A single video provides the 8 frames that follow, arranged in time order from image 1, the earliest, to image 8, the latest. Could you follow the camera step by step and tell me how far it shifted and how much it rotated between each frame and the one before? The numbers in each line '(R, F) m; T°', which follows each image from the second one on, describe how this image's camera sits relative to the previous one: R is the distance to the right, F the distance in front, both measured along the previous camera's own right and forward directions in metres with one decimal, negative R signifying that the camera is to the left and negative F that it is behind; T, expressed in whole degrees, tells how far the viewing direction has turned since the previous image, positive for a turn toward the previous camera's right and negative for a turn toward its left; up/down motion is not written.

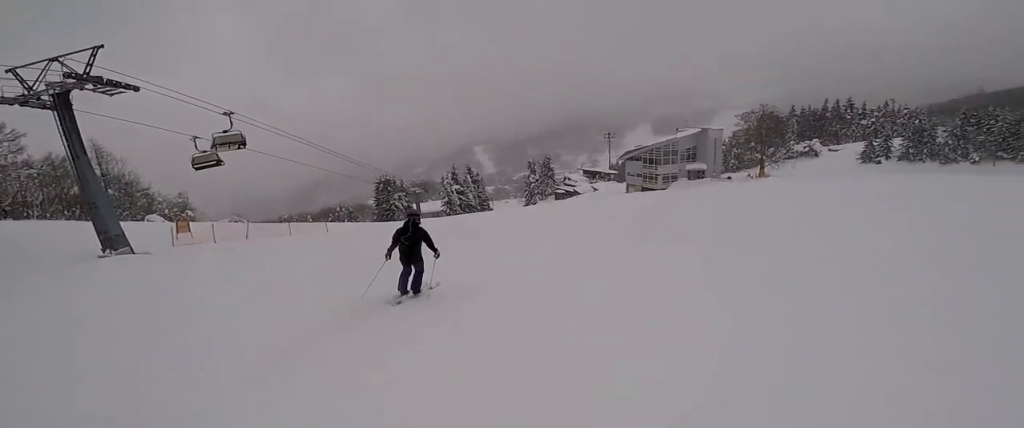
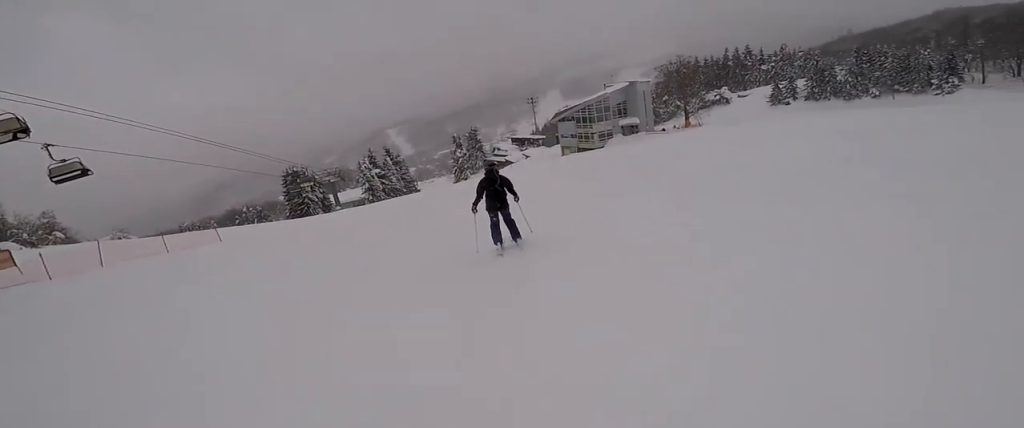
(-0.1, +6.2) m; +3°
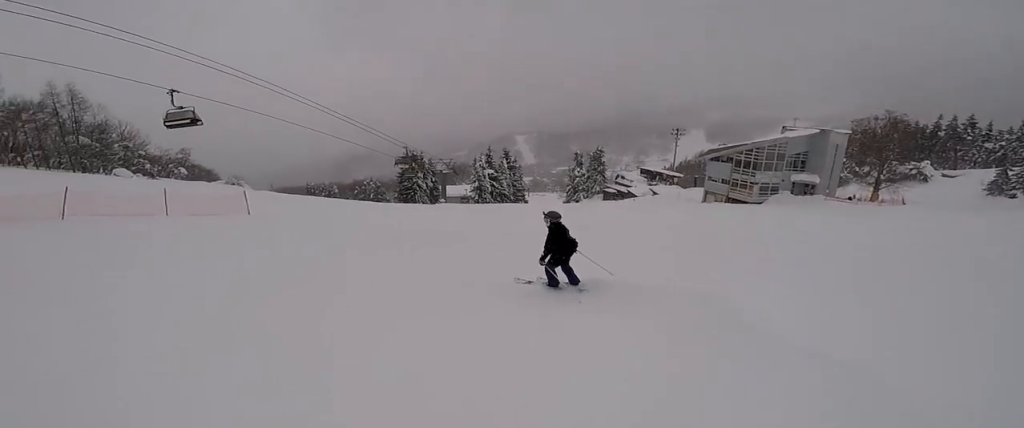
(+1.1, +9.0) m; +4°
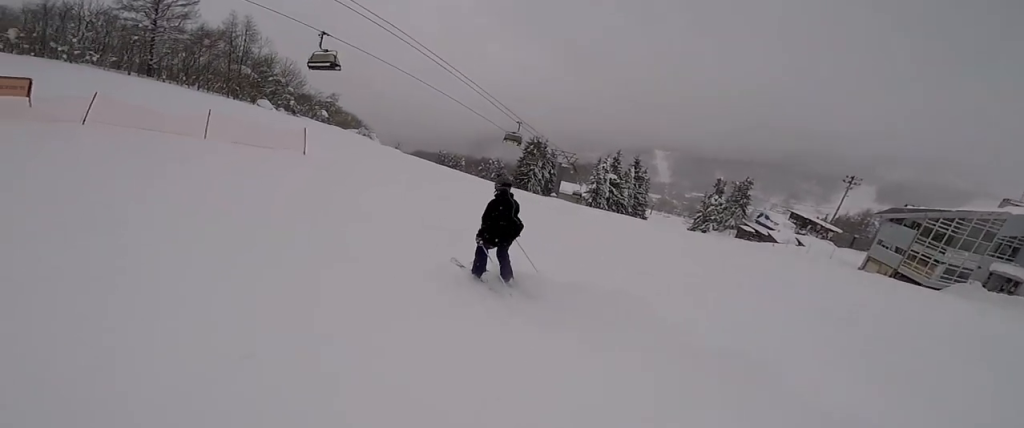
(+0.3, +5.2) m; -6°
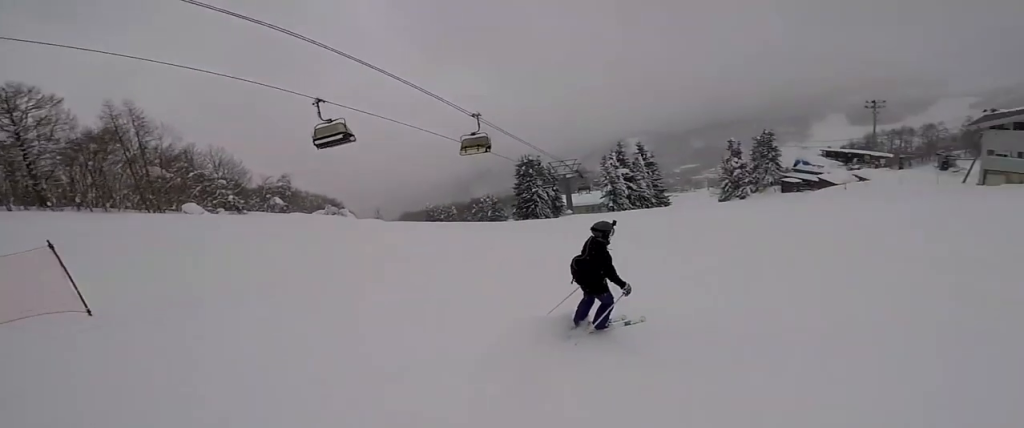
(-5.0, +11.8) m; -26°
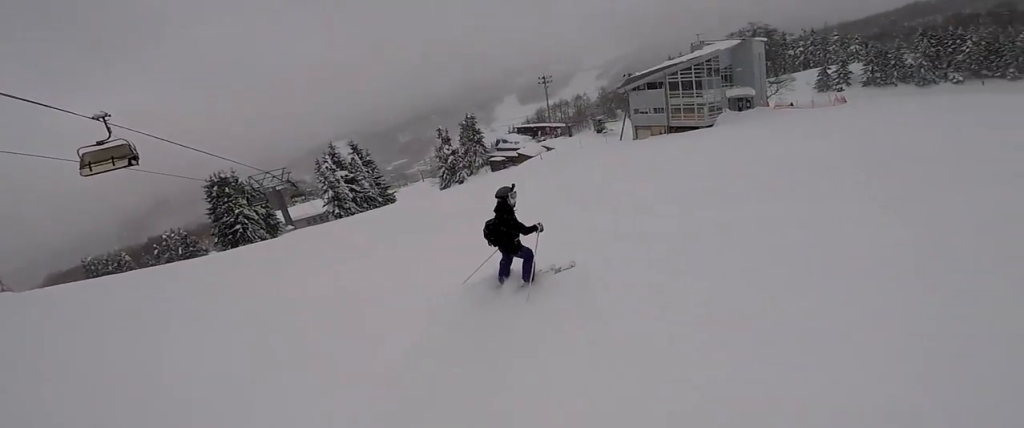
(+0.6, +3.1) m; +23°
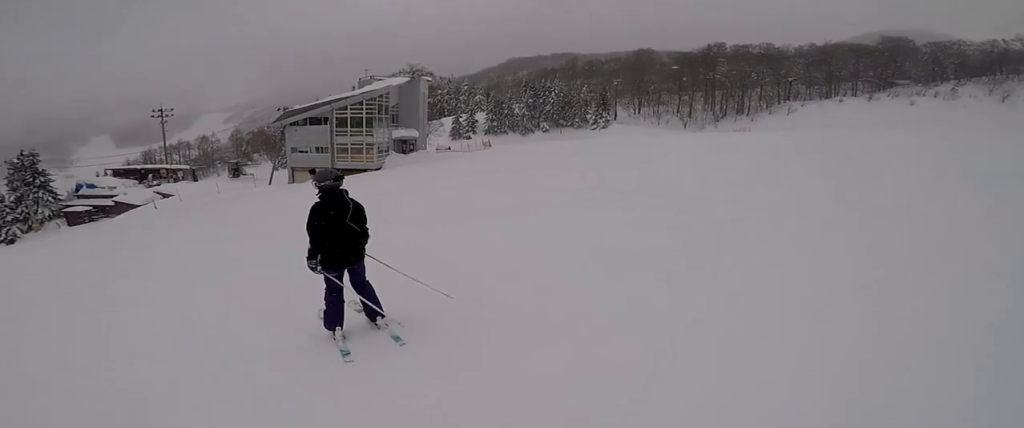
(+2.8, +5.8) m; +28°
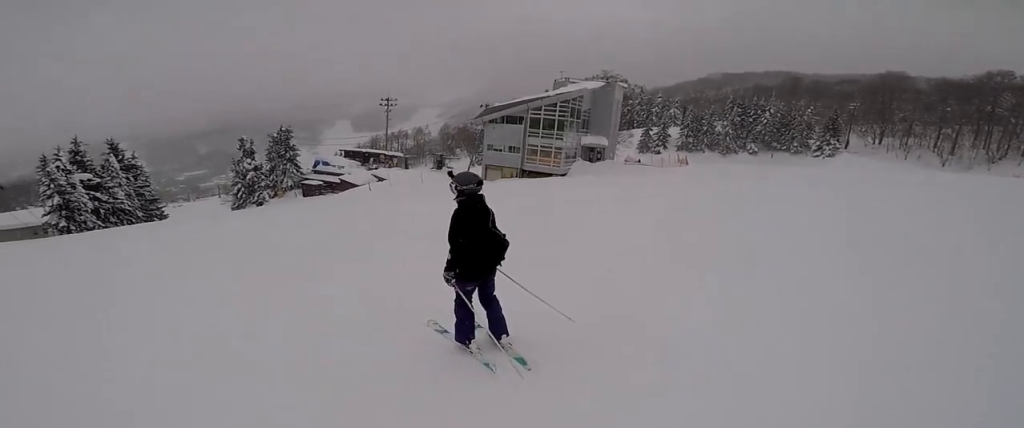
(-0.2, +2.3) m; -10°
